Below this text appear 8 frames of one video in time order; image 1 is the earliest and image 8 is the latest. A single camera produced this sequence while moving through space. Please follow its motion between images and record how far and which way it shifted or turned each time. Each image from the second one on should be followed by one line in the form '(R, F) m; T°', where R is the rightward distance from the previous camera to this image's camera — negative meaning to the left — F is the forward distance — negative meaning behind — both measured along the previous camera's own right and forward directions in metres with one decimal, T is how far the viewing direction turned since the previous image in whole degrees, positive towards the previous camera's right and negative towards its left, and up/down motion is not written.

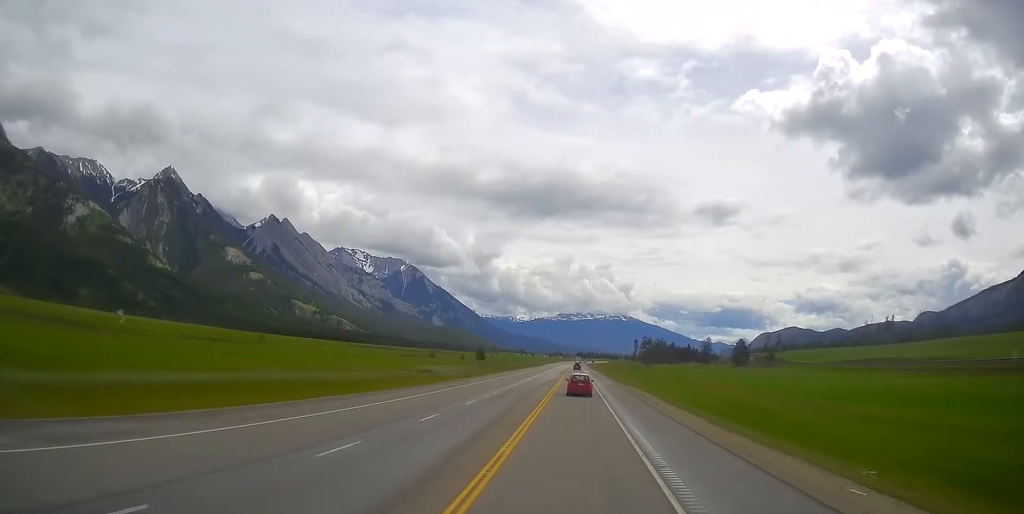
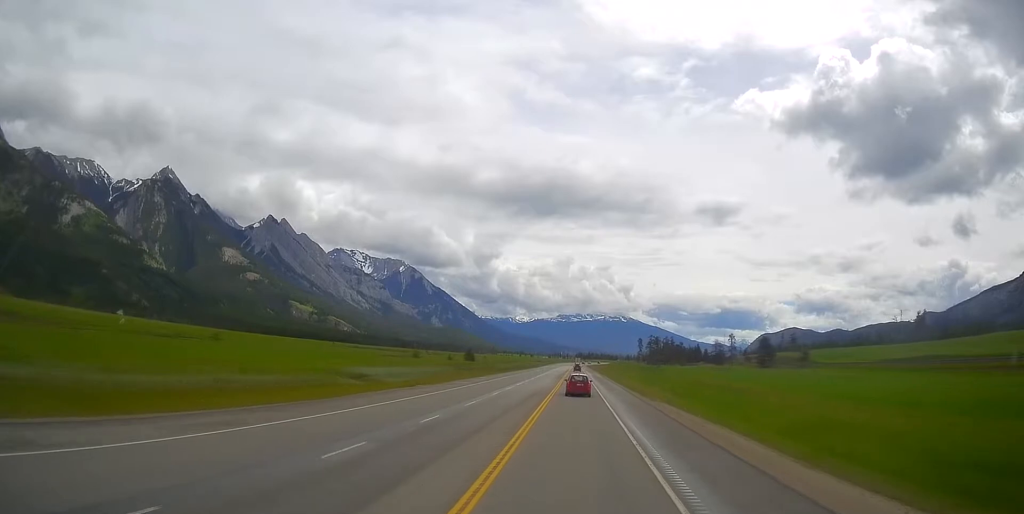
(-0.7, +26.2) m; -1°
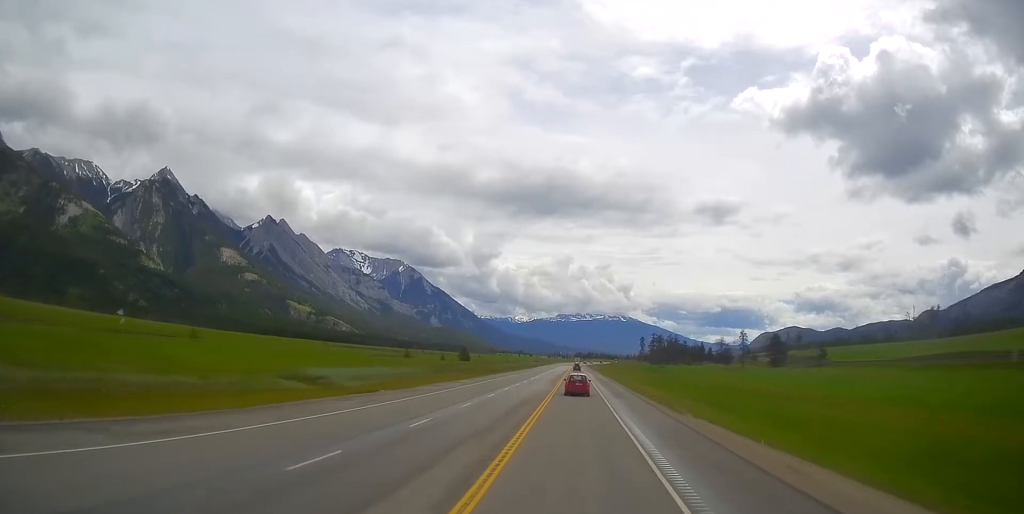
(-0.1, +10.6) m; 0°
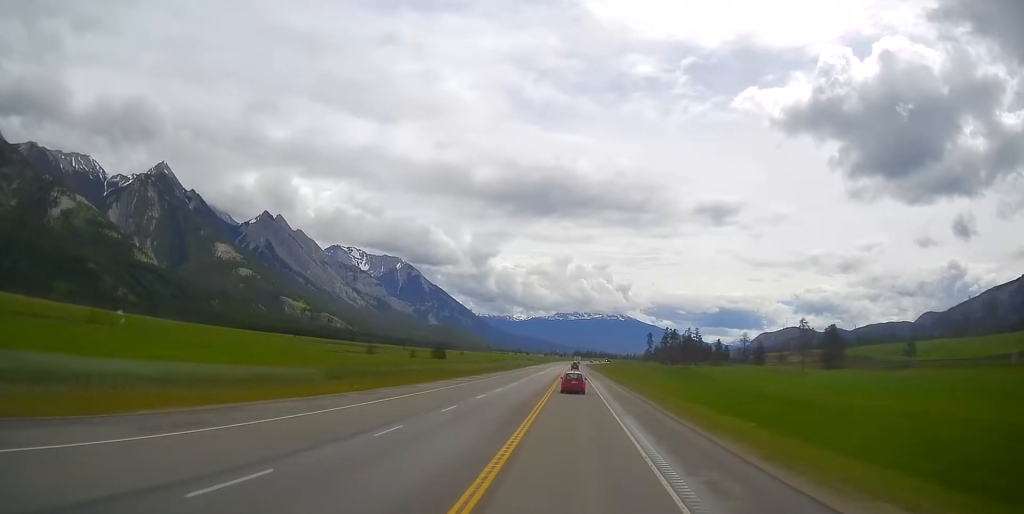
(+1.0, +38.7) m; +1°
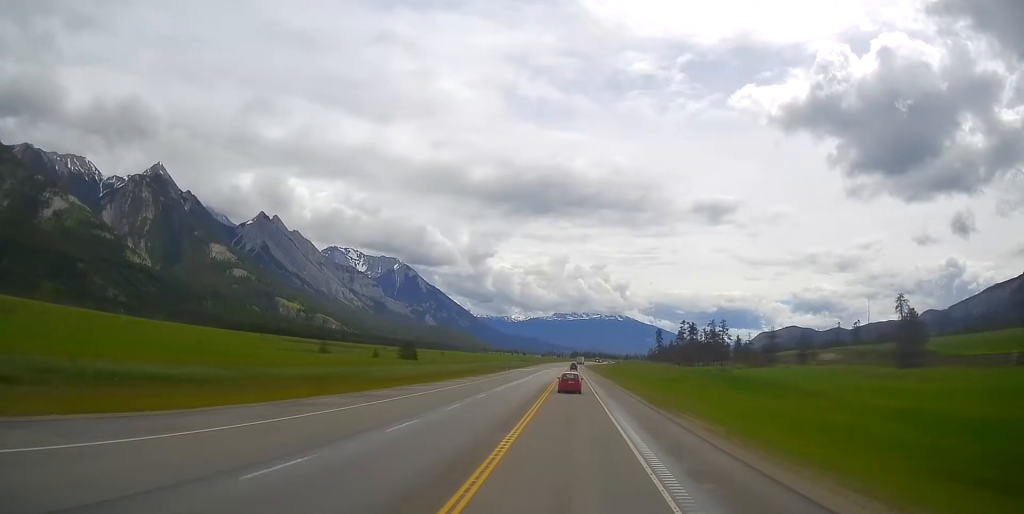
(-0.5, +33.6) m; 0°
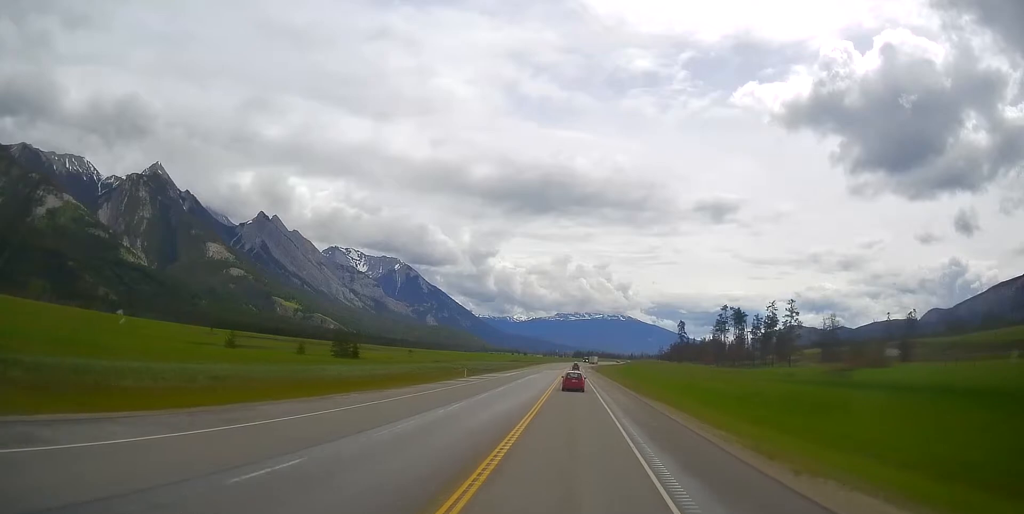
(+1.0, +45.2) m; +1°
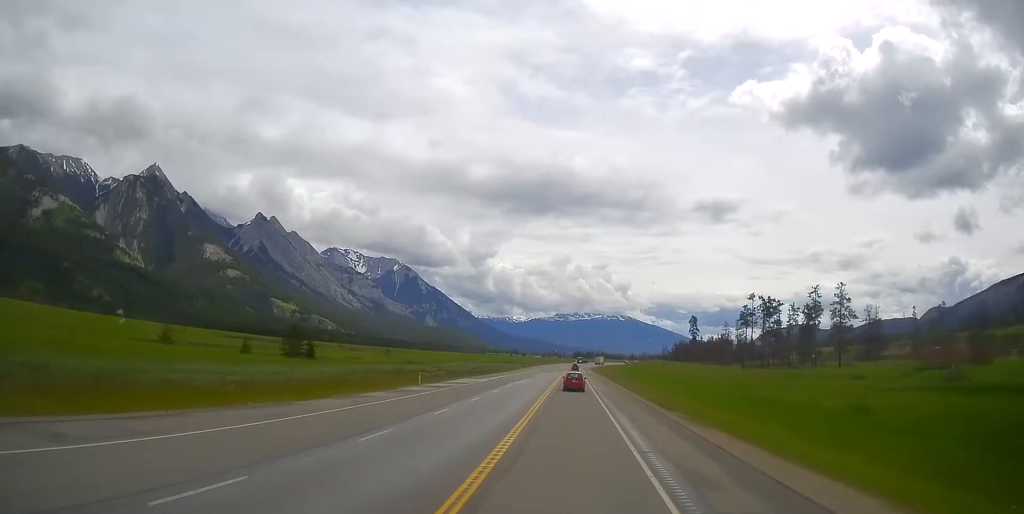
(0.0, +20.0) m; 0°
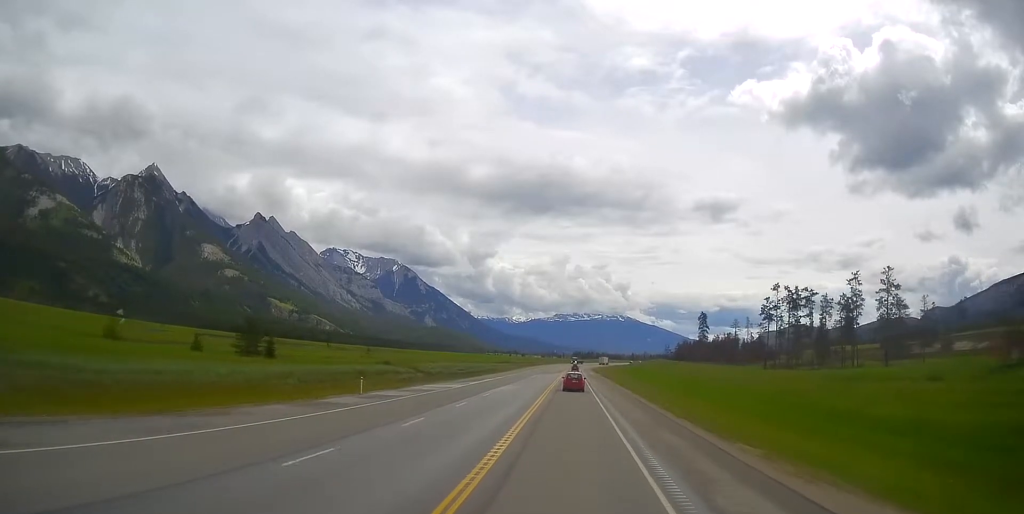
(+0.1, +13.4) m; 0°
